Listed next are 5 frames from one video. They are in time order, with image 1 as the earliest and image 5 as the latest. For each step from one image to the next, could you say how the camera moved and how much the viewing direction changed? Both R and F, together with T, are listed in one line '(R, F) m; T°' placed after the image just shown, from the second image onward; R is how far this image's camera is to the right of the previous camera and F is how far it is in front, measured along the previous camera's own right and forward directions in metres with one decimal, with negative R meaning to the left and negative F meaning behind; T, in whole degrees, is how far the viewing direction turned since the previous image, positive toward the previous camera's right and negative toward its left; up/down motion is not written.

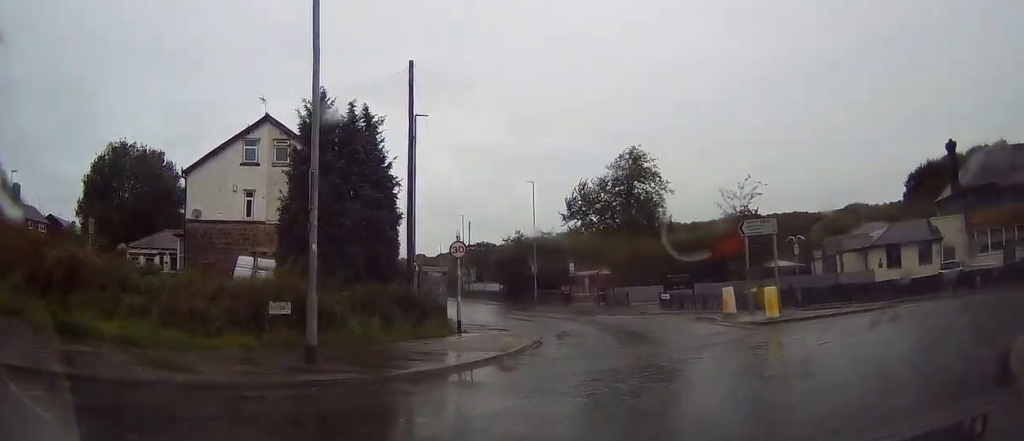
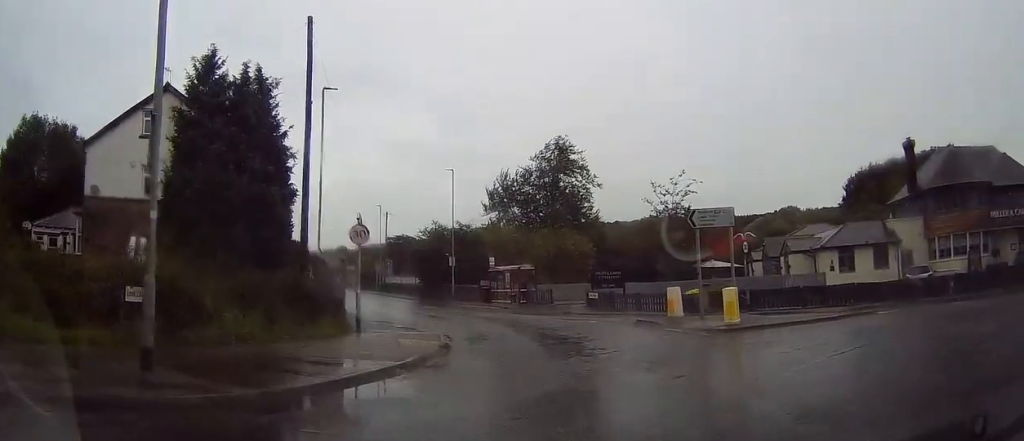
(+0.2, +3.2) m; +6°
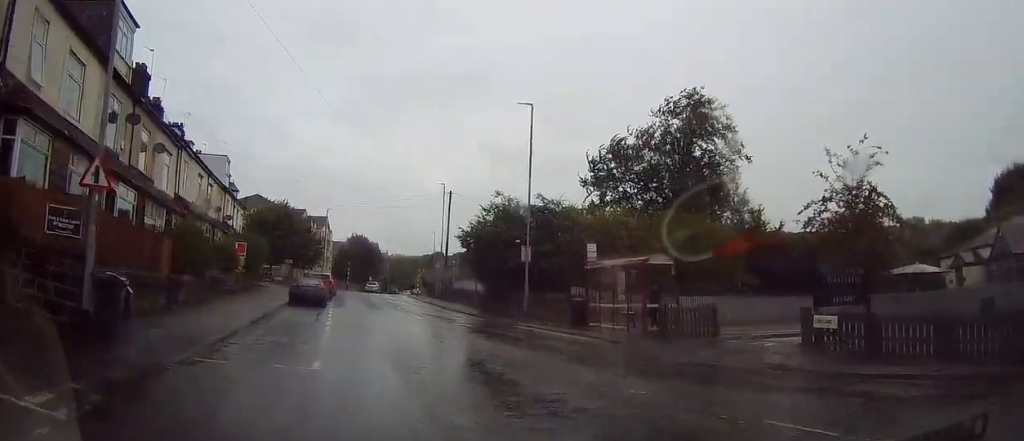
(+2.5, +20.6) m; +1°
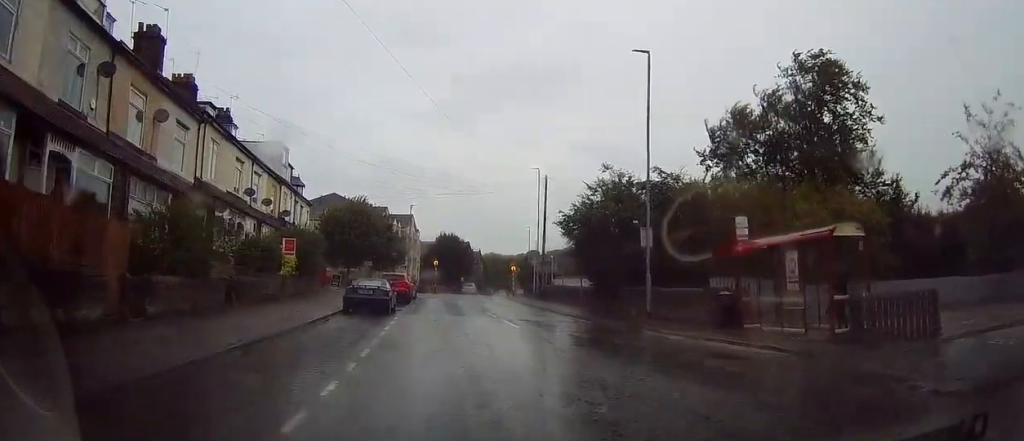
(-0.4, +6.7) m; -6°
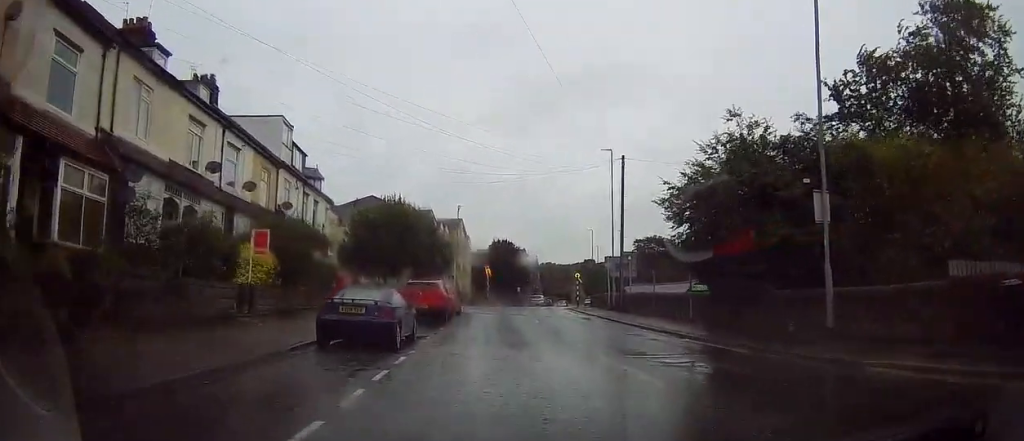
(-0.8, +10.2) m; -9°
